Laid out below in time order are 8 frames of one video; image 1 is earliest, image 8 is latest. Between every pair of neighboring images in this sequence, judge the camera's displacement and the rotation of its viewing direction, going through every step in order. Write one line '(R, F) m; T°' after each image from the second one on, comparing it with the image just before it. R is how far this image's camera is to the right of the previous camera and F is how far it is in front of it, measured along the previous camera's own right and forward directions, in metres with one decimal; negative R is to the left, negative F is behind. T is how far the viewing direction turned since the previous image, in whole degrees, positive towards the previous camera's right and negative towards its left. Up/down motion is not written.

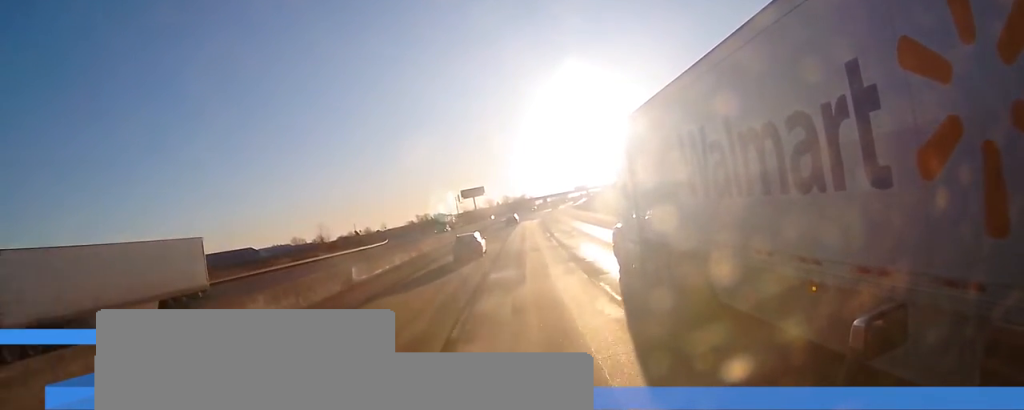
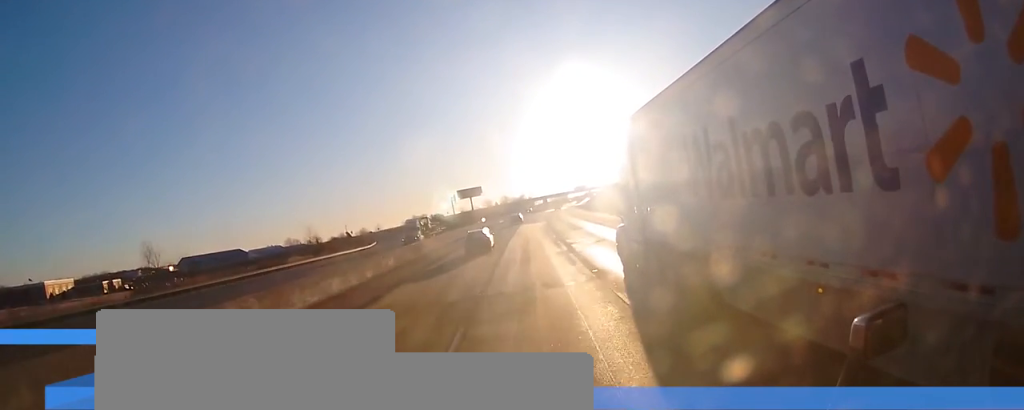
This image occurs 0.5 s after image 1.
(+0.3, +14.5) m; 0°
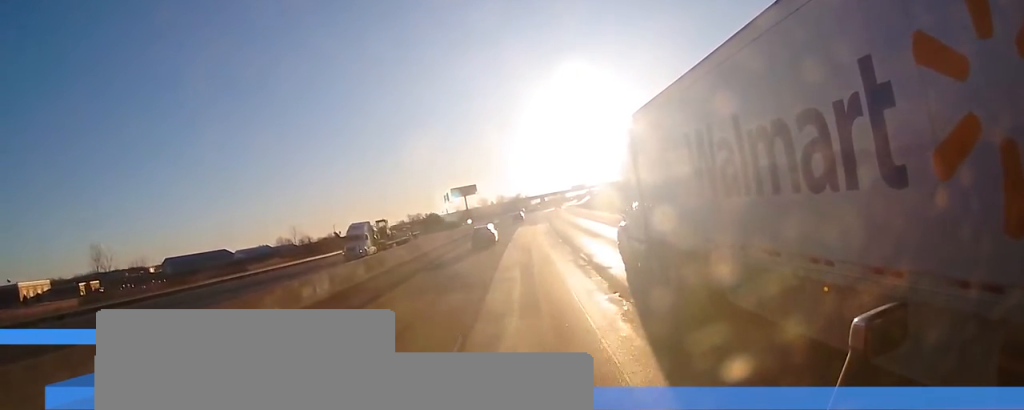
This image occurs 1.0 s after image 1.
(+0.2, +13.5) m; 0°
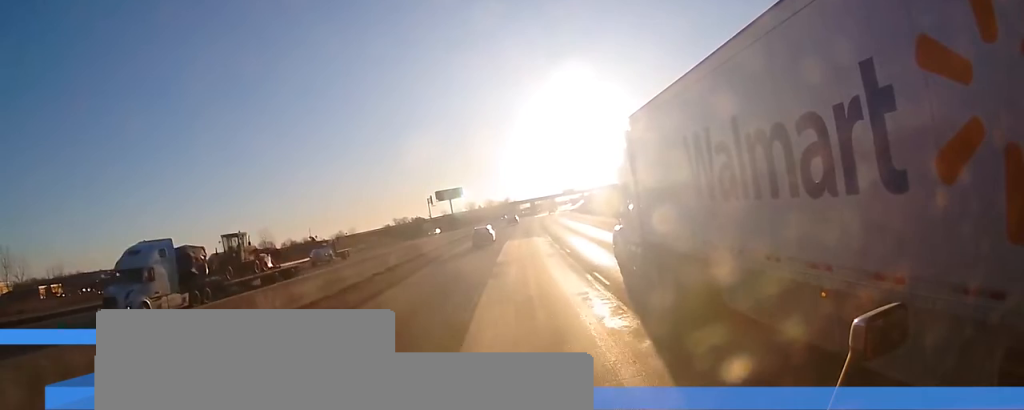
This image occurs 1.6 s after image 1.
(-0.3, +17.9) m; 0°
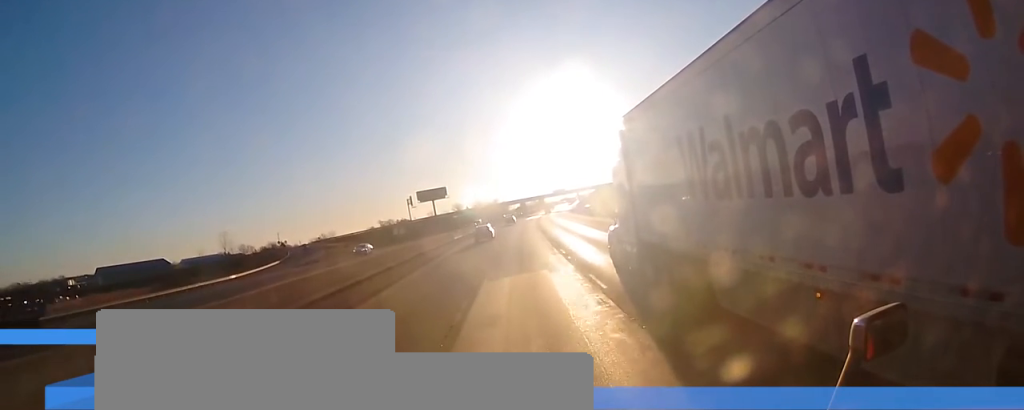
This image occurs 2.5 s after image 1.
(+0.1, +25.2) m; +1°
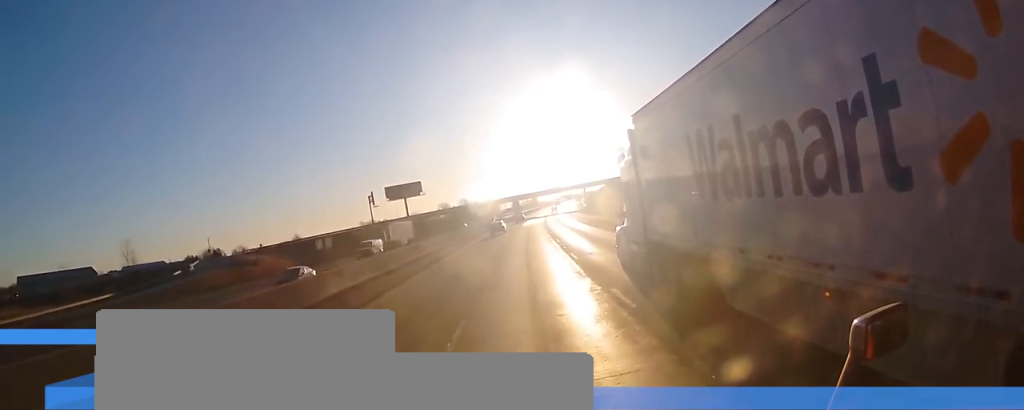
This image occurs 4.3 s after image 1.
(+1.7, +52.6) m; +3°
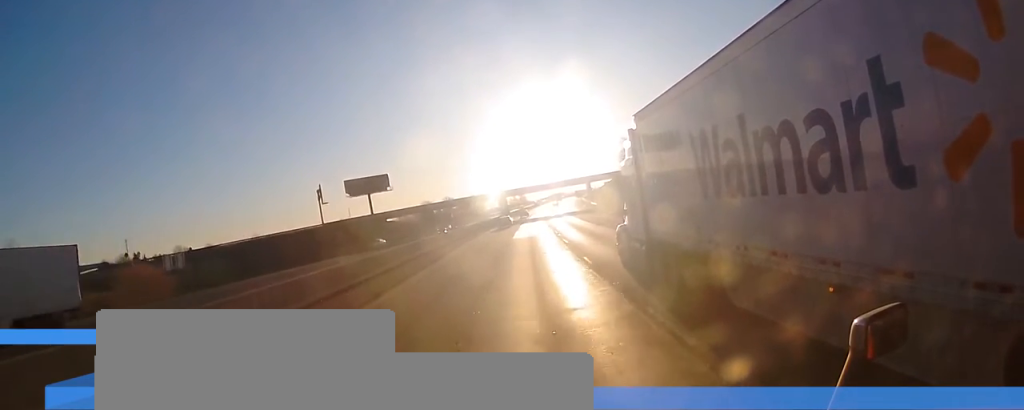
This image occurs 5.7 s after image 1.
(0.0, +39.7) m; +1°
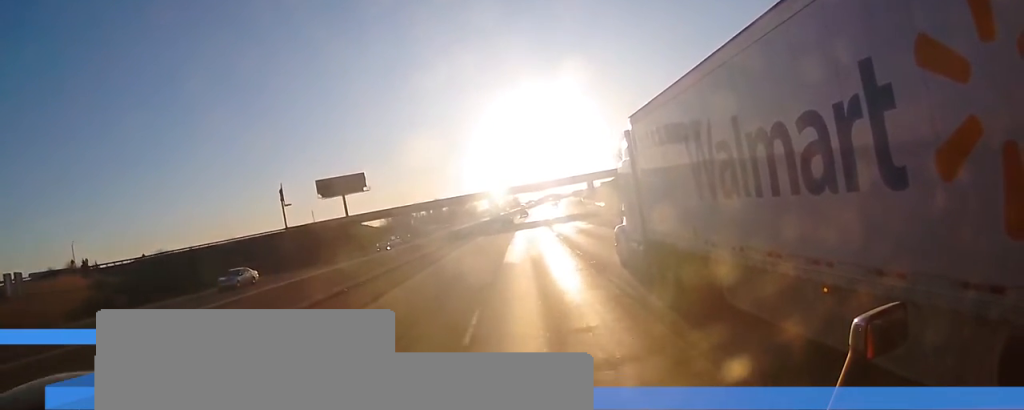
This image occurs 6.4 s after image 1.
(+0.2, +20.5) m; +1°
